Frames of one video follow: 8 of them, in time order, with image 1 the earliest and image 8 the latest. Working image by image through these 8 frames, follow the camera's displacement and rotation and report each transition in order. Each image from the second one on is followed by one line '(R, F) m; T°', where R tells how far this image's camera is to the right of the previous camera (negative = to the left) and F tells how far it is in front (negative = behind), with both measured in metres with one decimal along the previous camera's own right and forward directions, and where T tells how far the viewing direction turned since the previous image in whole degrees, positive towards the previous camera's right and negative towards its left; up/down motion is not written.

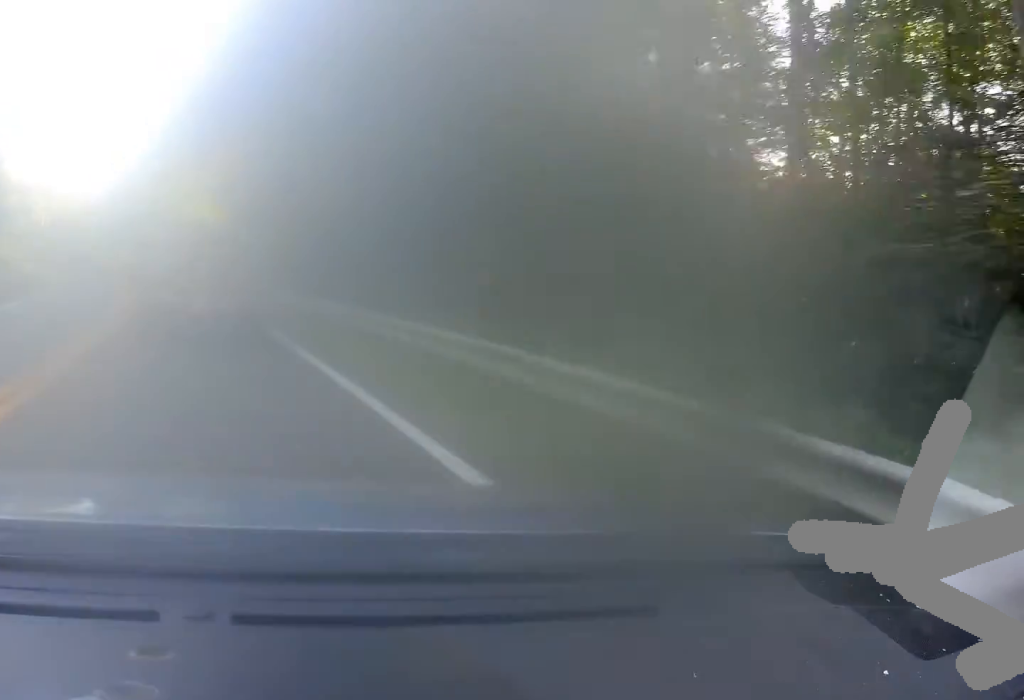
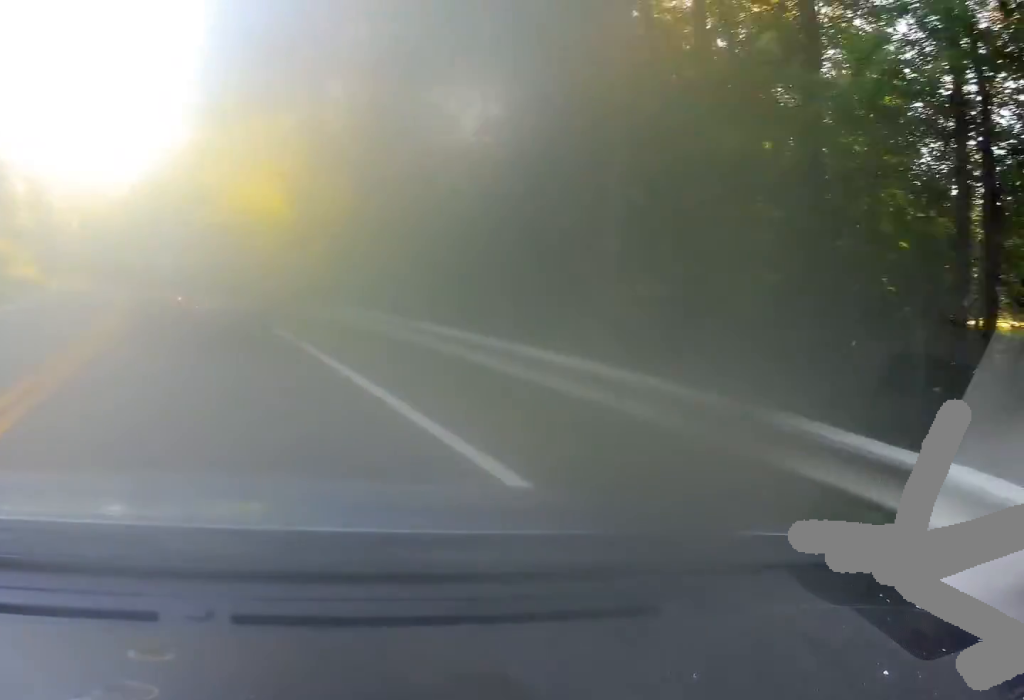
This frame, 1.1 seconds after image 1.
(-0.9, +17.4) m; -4°
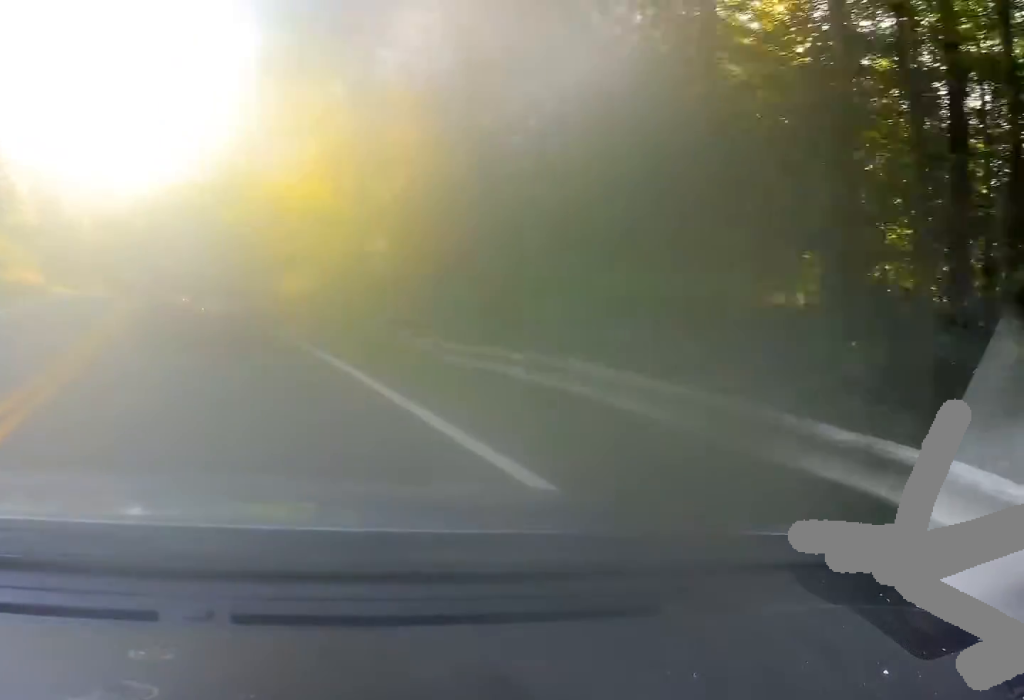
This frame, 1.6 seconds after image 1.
(-0.1, +8.7) m; -2°
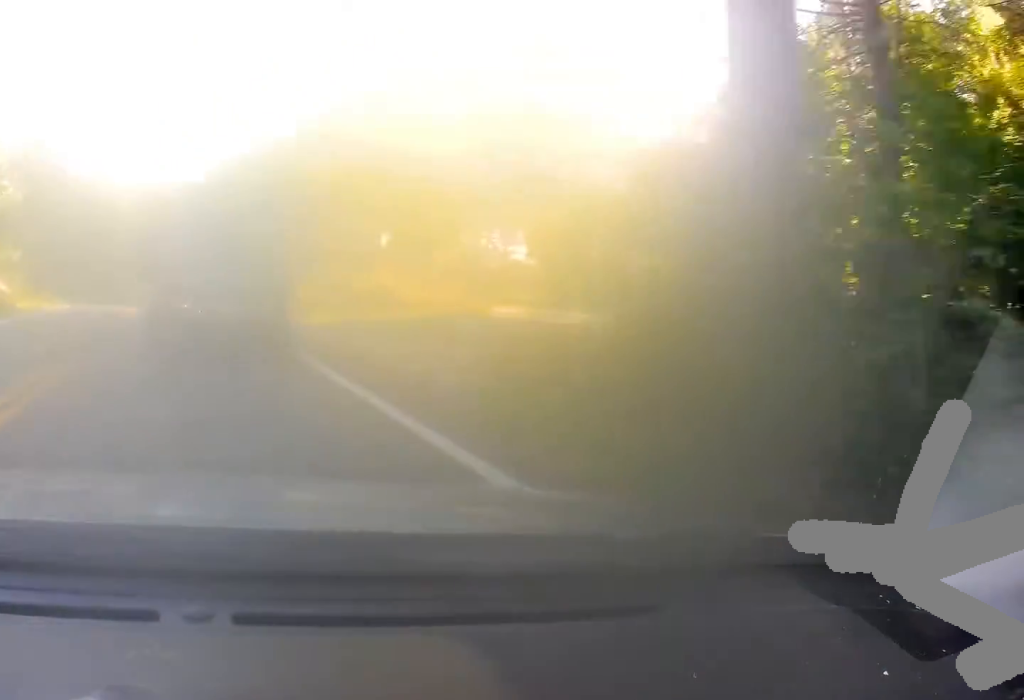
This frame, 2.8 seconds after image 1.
(-0.7, +19.8) m; -4°
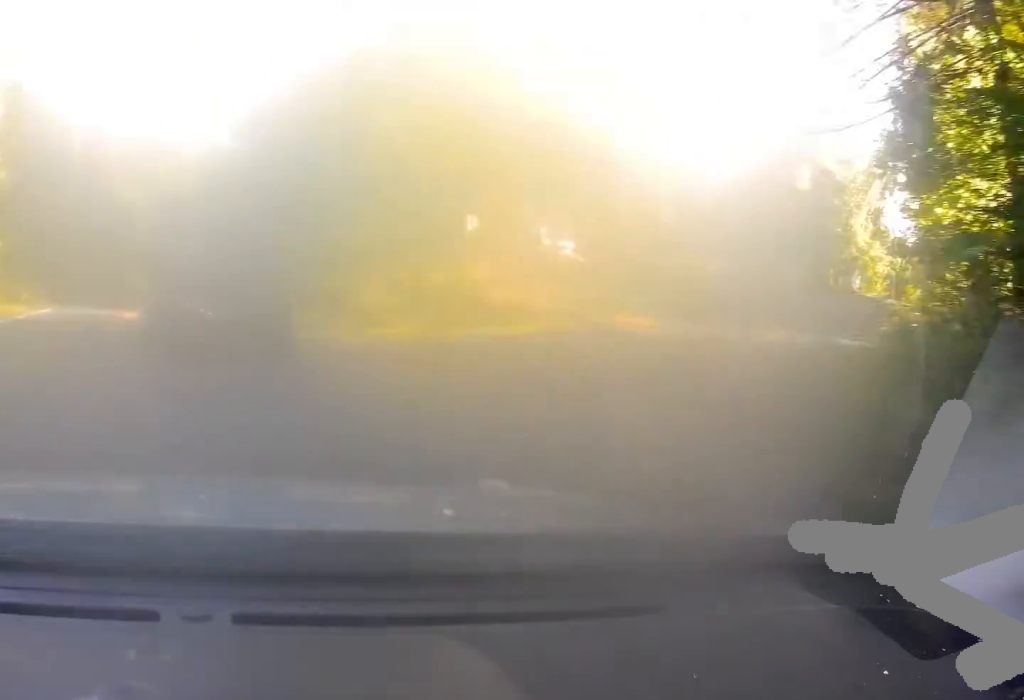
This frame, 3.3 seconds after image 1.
(-0.2, +7.3) m; -1°
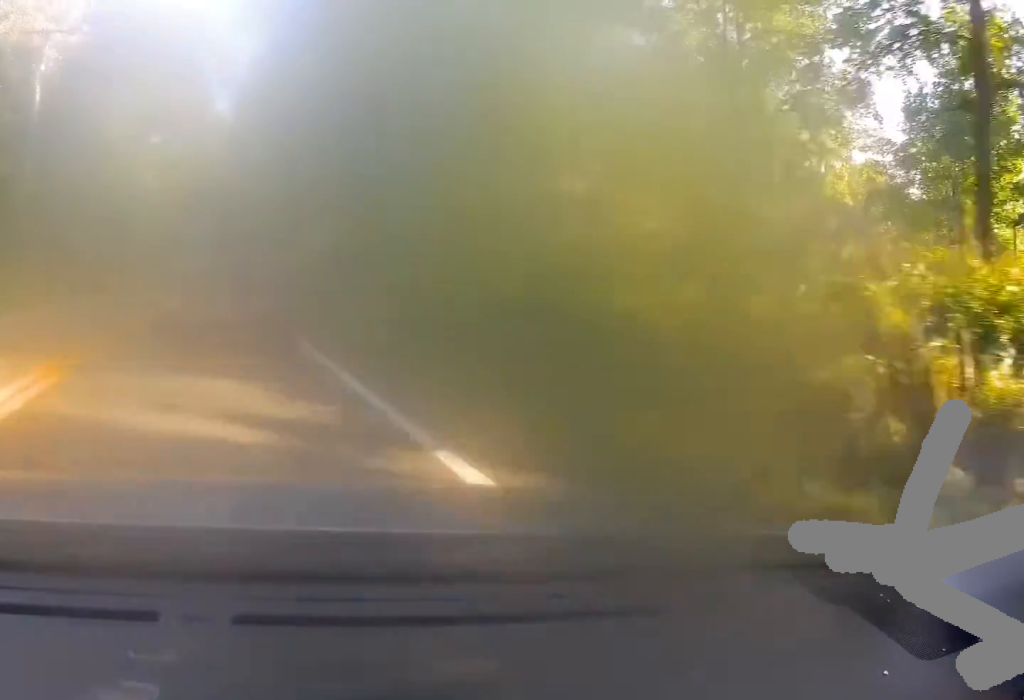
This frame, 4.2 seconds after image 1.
(0.0, +16.5) m; -3°
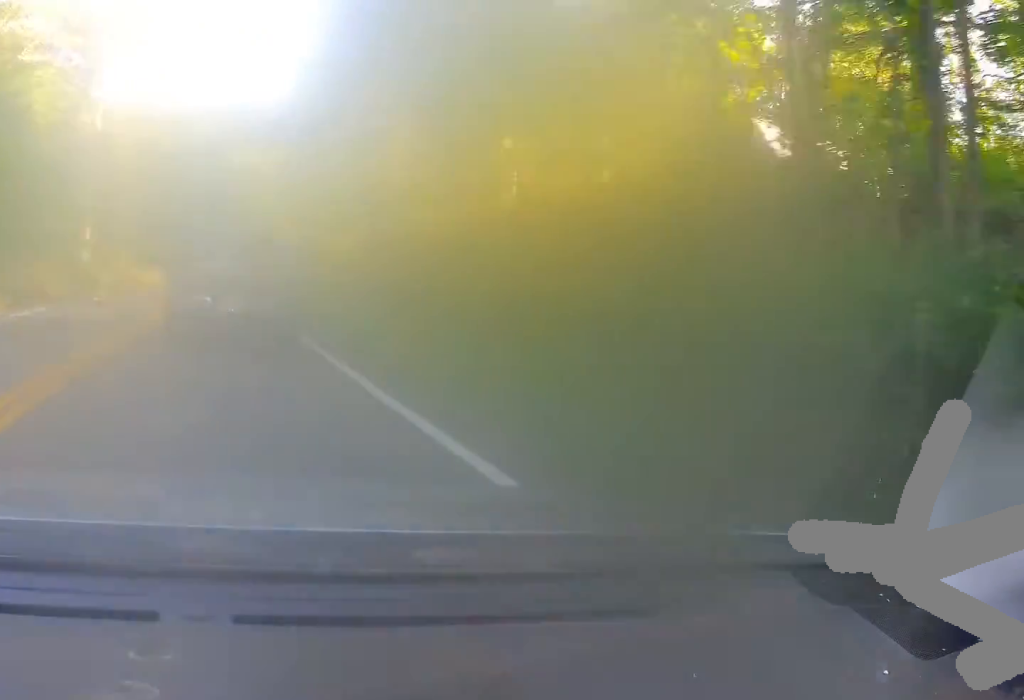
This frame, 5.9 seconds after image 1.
(-0.9, +28.1) m; 0°
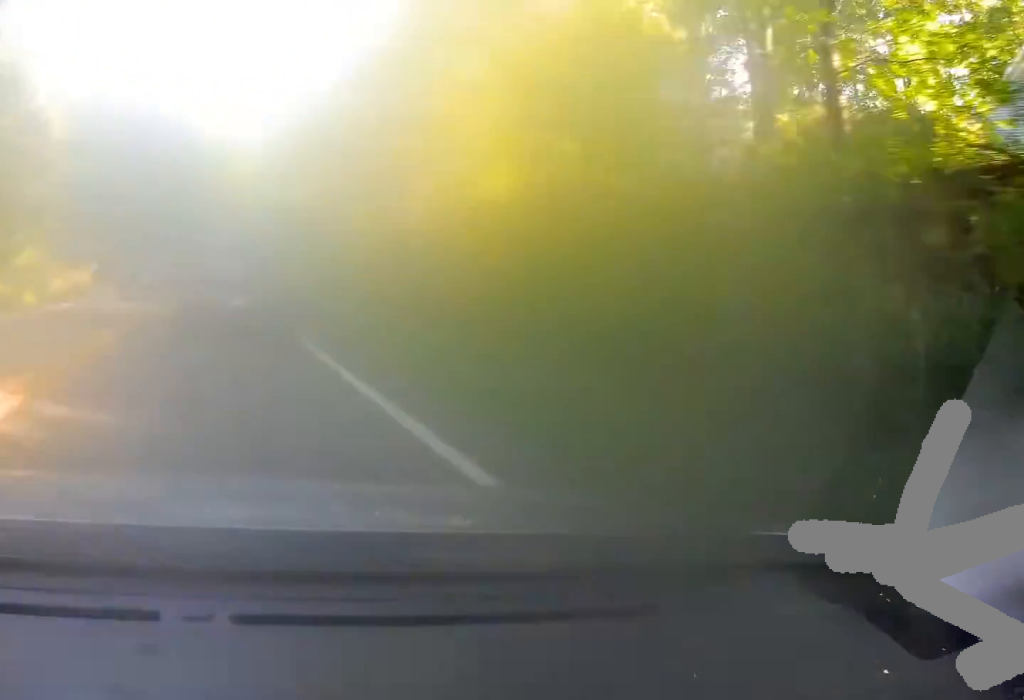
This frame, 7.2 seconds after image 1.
(+0.2, +21.3) m; +2°
